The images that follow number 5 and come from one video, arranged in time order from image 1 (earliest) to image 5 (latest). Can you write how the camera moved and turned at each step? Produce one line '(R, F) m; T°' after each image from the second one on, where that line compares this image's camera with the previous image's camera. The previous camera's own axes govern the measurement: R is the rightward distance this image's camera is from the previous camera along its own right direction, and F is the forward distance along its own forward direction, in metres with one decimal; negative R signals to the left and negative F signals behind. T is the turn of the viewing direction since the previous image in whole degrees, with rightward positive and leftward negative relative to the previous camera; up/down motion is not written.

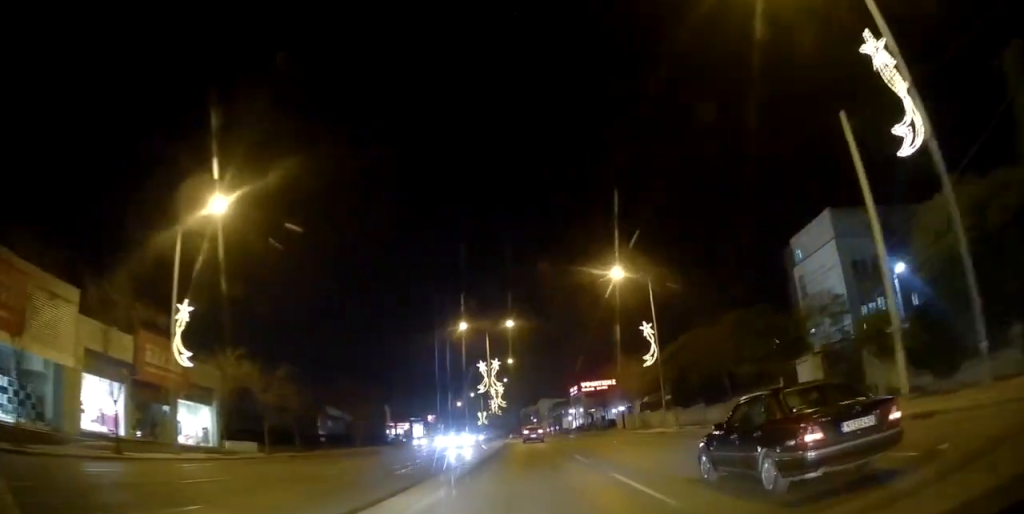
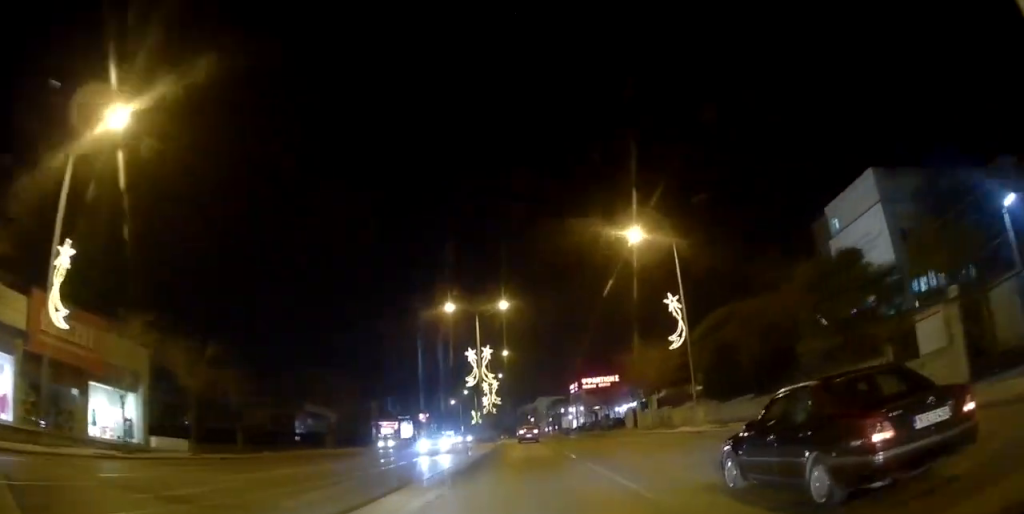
(+0.1, +9.0) m; 0°
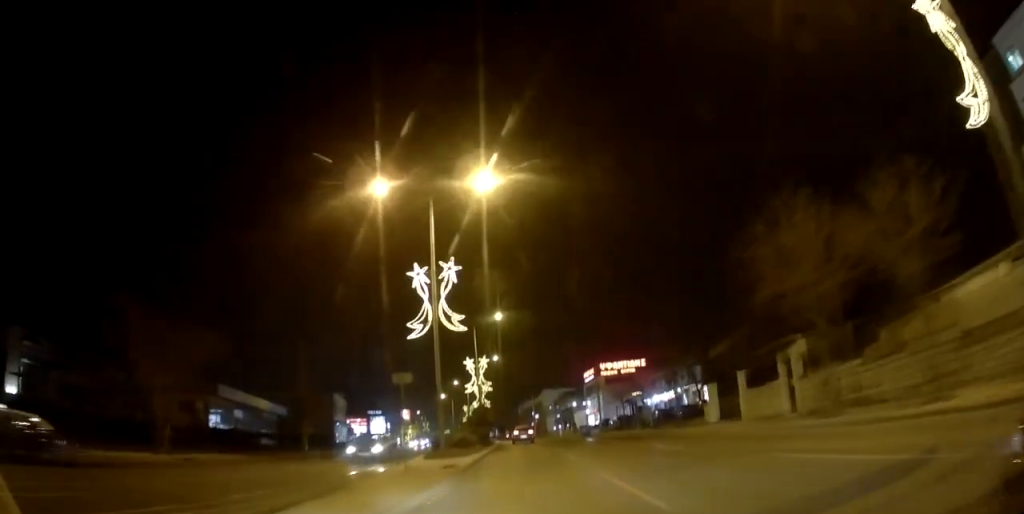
(-0.3, +26.9) m; -1°
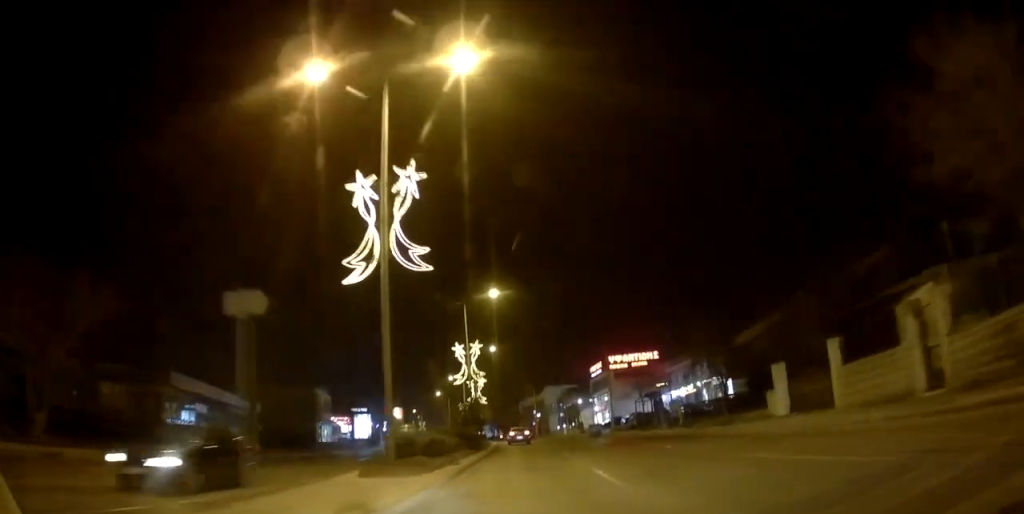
(0.0, +9.6) m; 0°
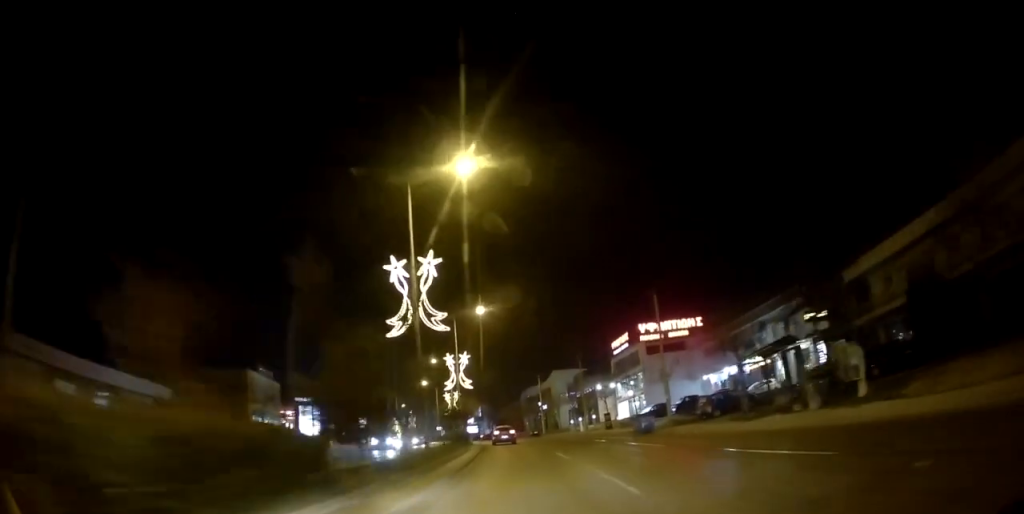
(+0.1, +23.3) m; -1°
